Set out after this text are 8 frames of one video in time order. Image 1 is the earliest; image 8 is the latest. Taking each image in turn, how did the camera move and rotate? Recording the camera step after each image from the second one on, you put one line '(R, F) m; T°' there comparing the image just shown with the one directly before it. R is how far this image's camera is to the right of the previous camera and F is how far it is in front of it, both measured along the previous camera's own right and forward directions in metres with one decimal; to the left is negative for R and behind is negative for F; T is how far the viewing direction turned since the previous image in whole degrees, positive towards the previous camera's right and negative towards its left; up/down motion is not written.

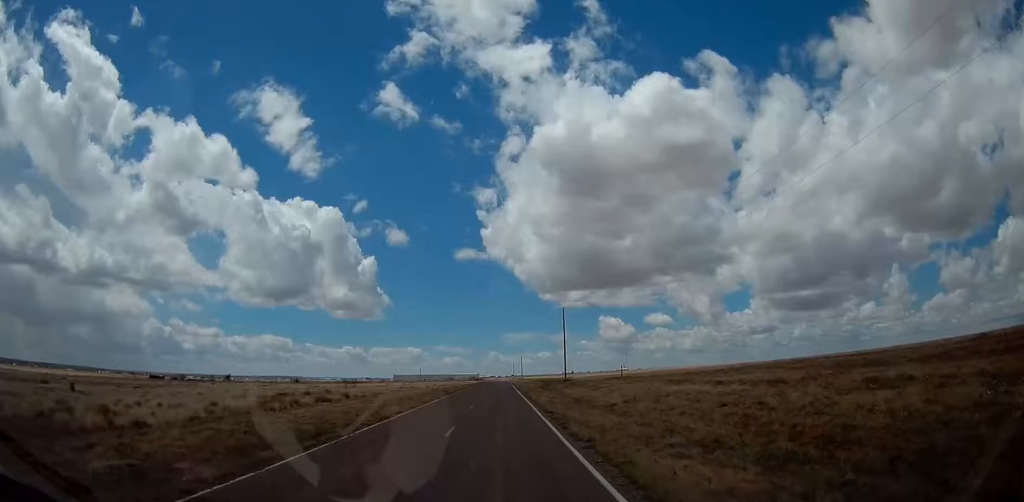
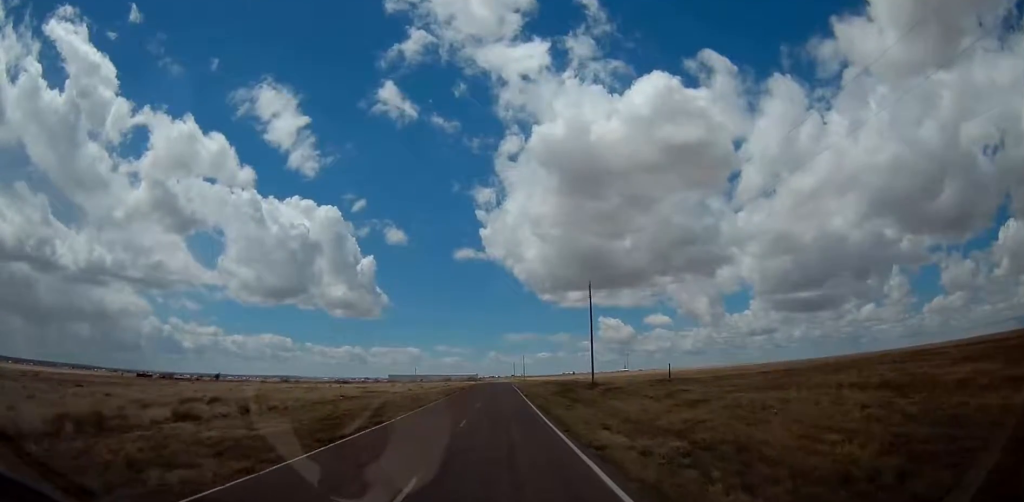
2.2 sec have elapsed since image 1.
(+0.2, +20.8) m; -1°
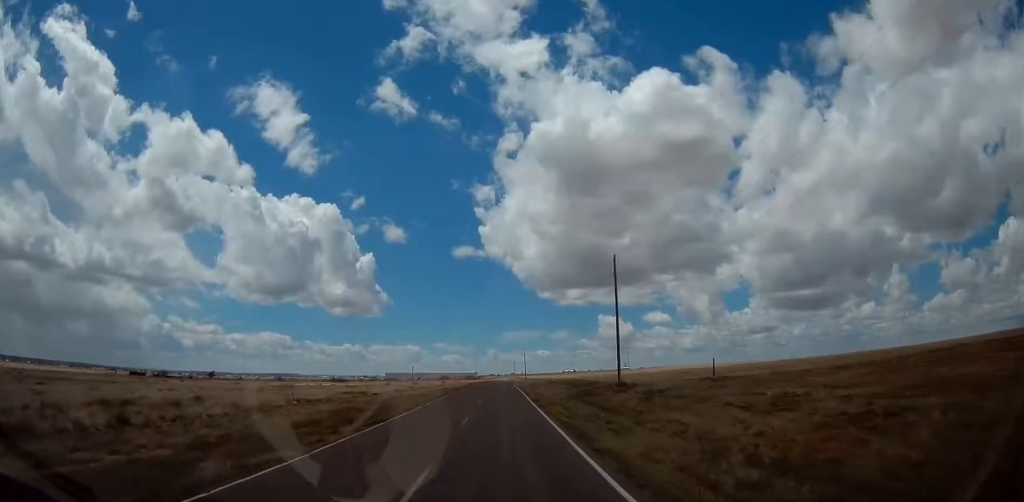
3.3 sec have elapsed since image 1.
(-0.3, +11.4) m; 0°
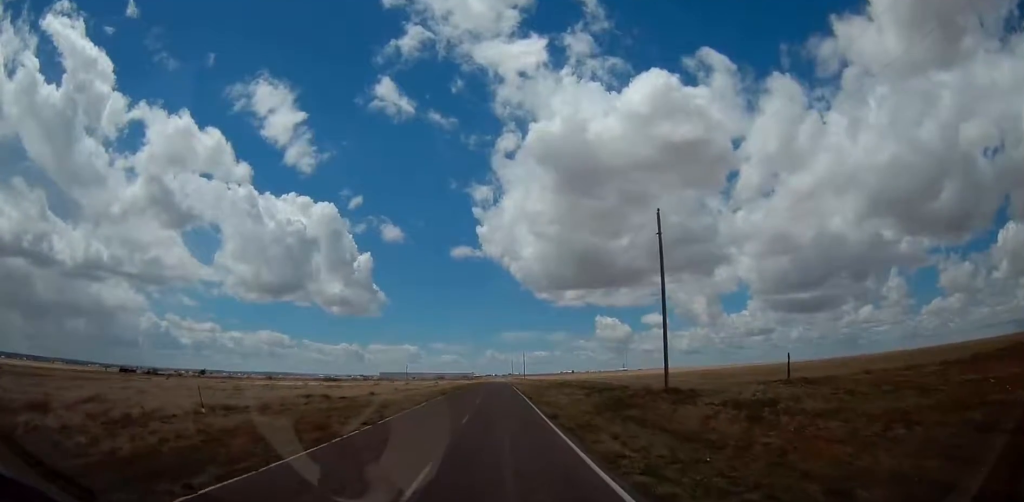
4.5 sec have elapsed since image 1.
(+0.3, +12.0) m; +2°
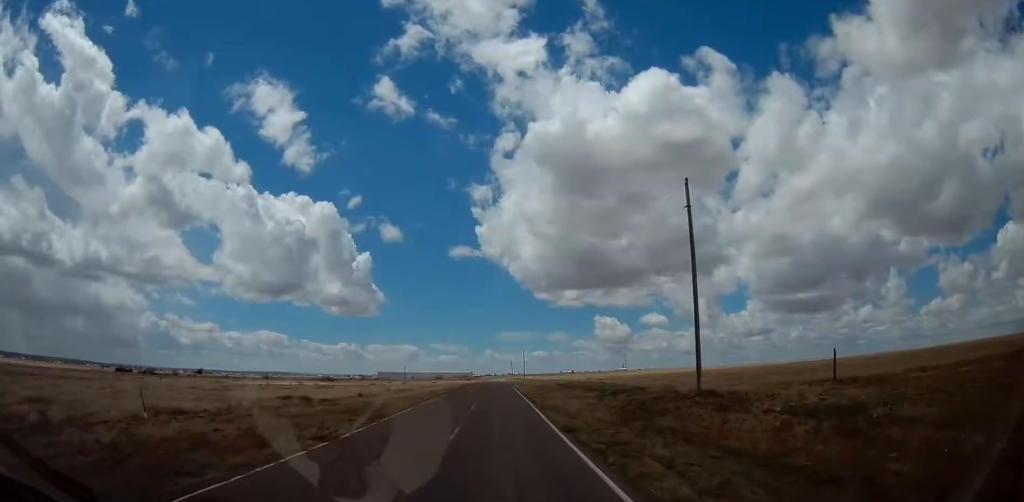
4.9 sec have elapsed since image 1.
(0.0, +4.8) m; 0°
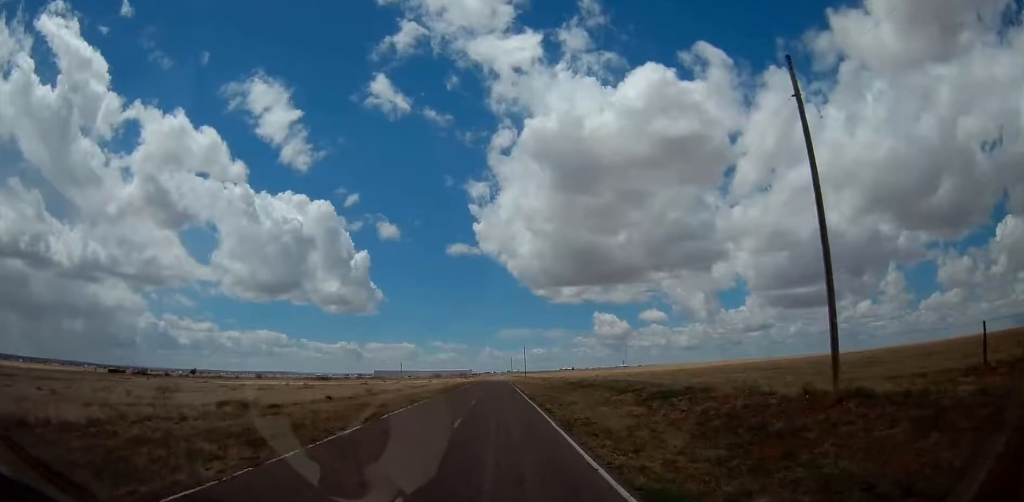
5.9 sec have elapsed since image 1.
(0.0, +10.4) m; 0°
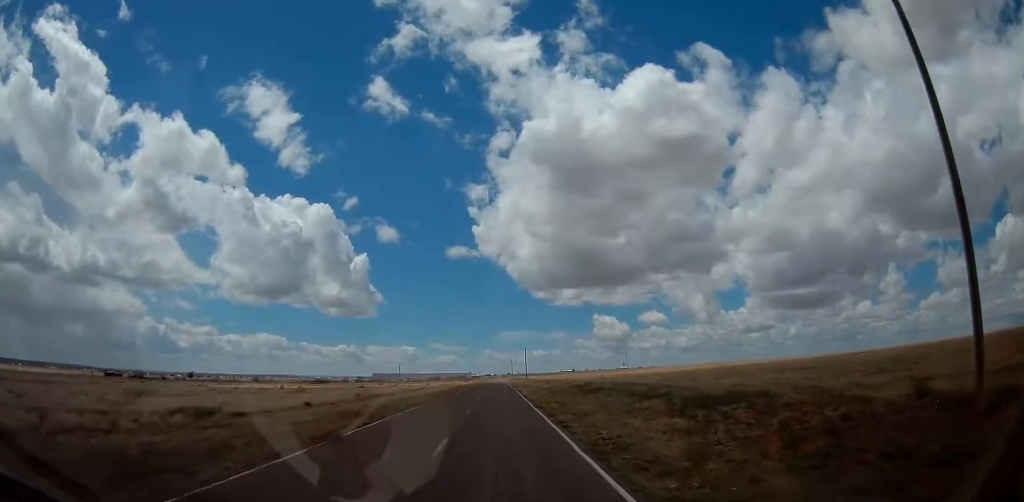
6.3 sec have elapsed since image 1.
(0.0, +5.2) m; 0°
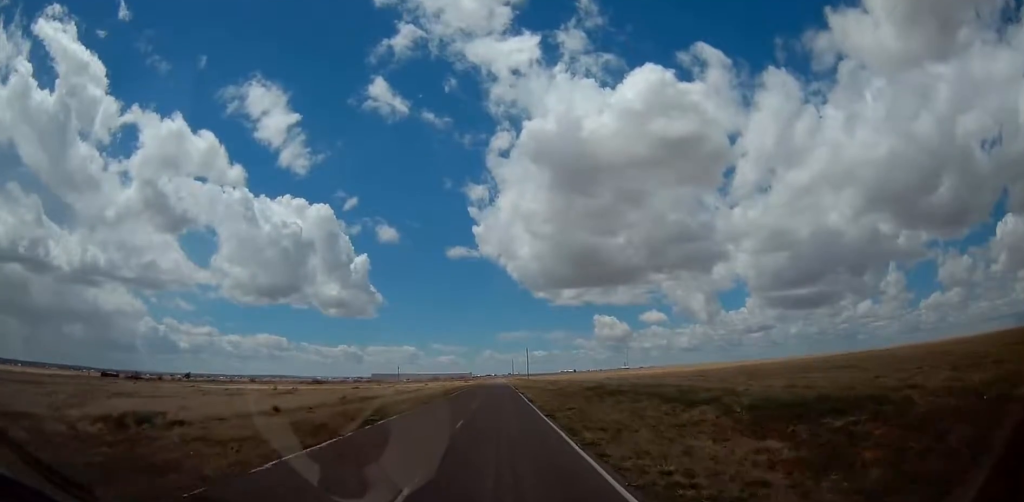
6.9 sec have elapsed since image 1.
(0.0, +6.2) m; 0°
